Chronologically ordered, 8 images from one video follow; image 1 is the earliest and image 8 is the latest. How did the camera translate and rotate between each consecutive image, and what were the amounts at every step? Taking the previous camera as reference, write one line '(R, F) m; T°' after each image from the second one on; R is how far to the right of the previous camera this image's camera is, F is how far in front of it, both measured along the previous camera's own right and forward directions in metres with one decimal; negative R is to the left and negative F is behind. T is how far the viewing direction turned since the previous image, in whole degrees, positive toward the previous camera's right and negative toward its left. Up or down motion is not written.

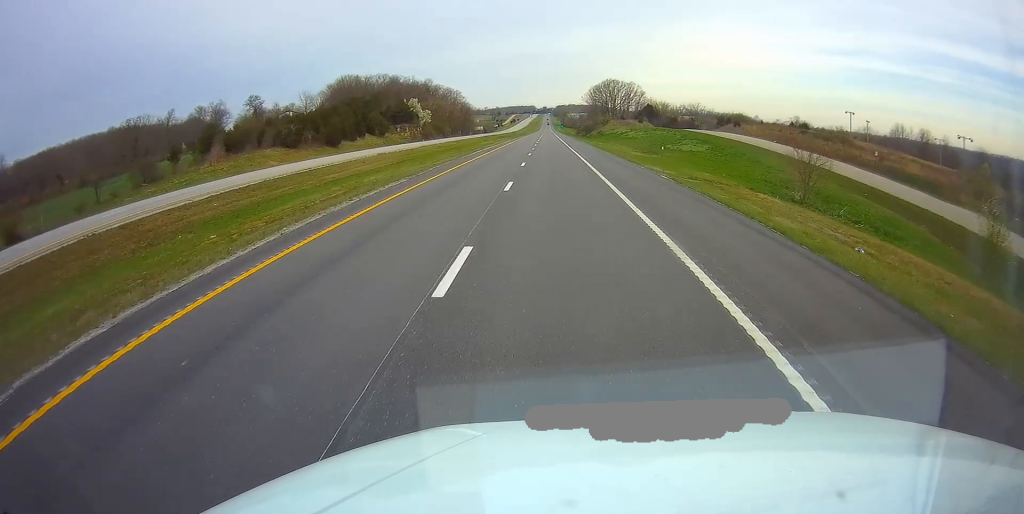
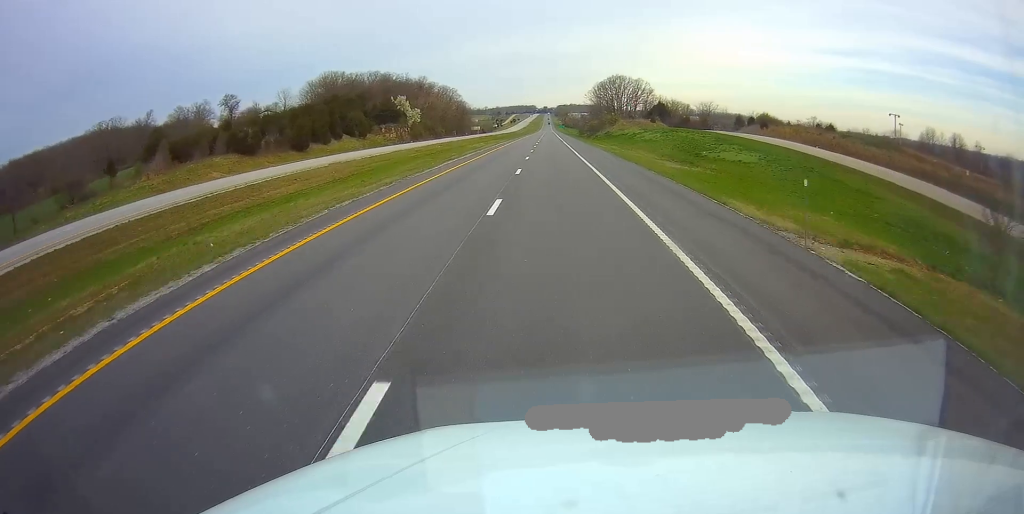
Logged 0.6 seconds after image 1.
(-0.1, +17.6) m; 0°
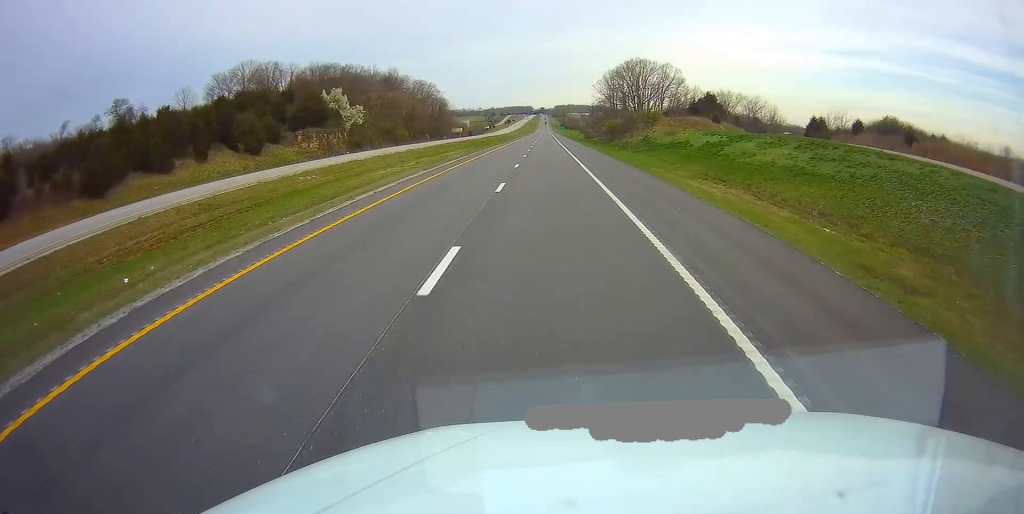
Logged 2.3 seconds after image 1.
(+0.1, +55.0) m; 0°
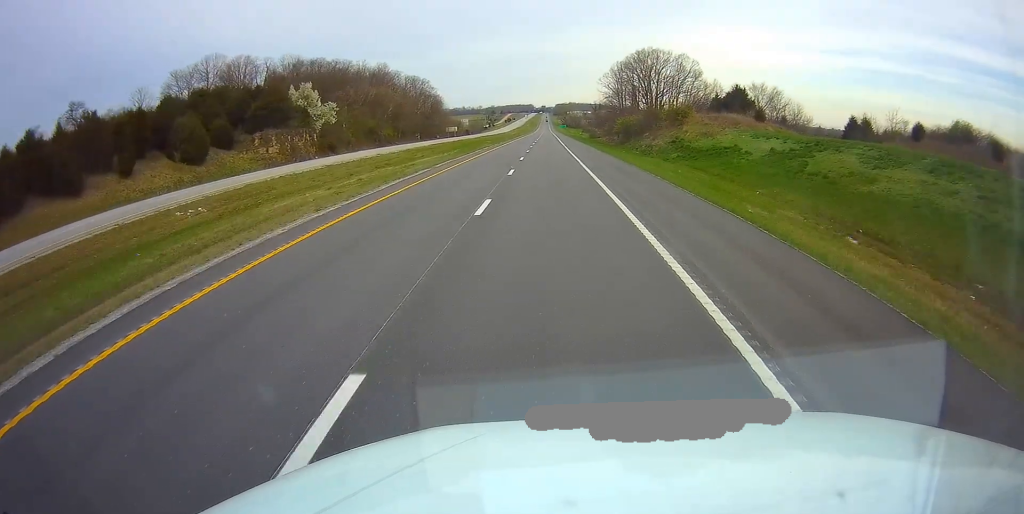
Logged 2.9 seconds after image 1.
(-0.1, +17.5) m; 0°
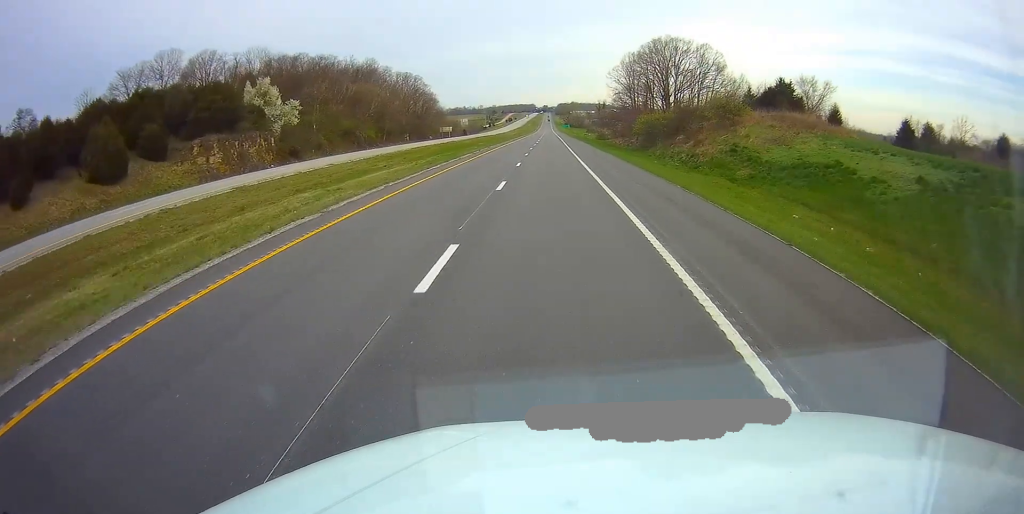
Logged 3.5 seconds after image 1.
(0.0, +18.5) m; 0°
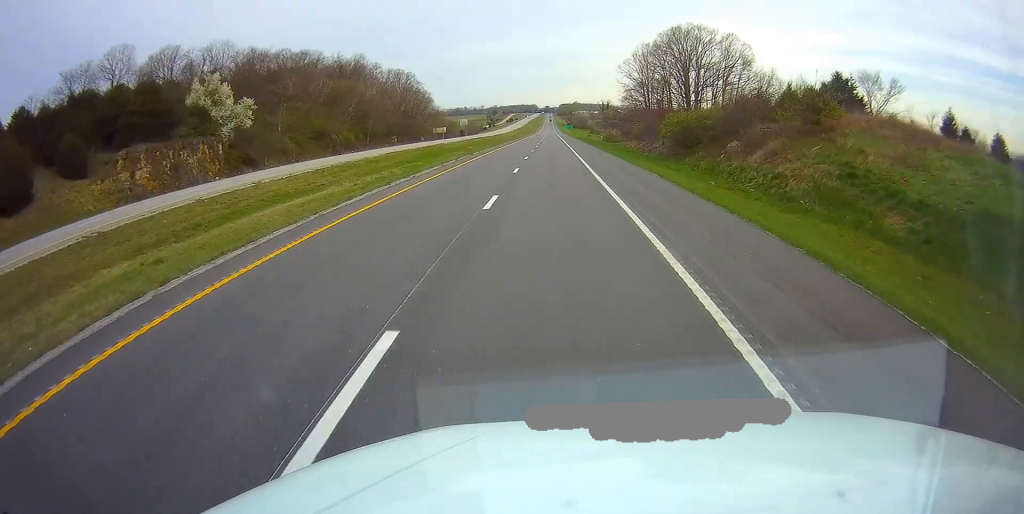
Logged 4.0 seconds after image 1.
(0.0, +16.5) m; 0°
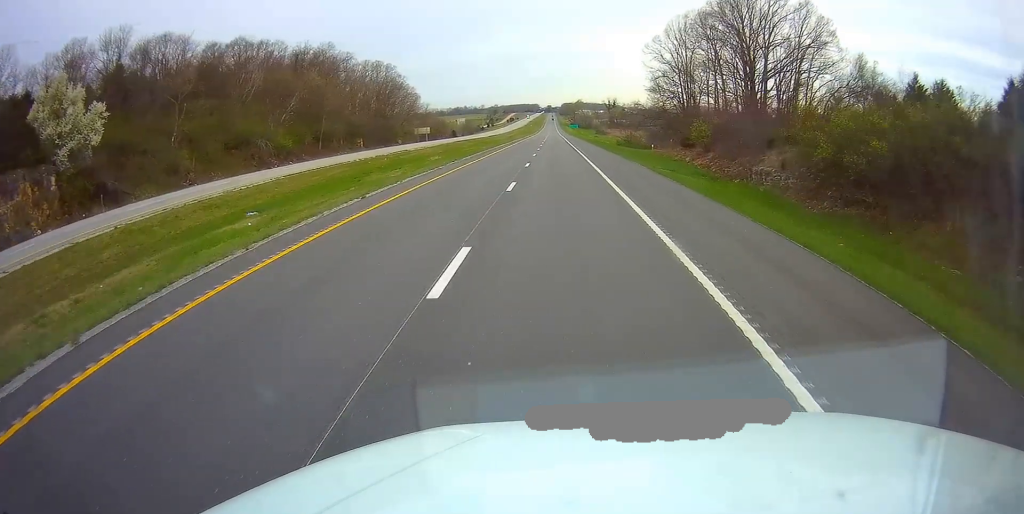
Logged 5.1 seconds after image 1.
(0.0, +31.9) m; 0°
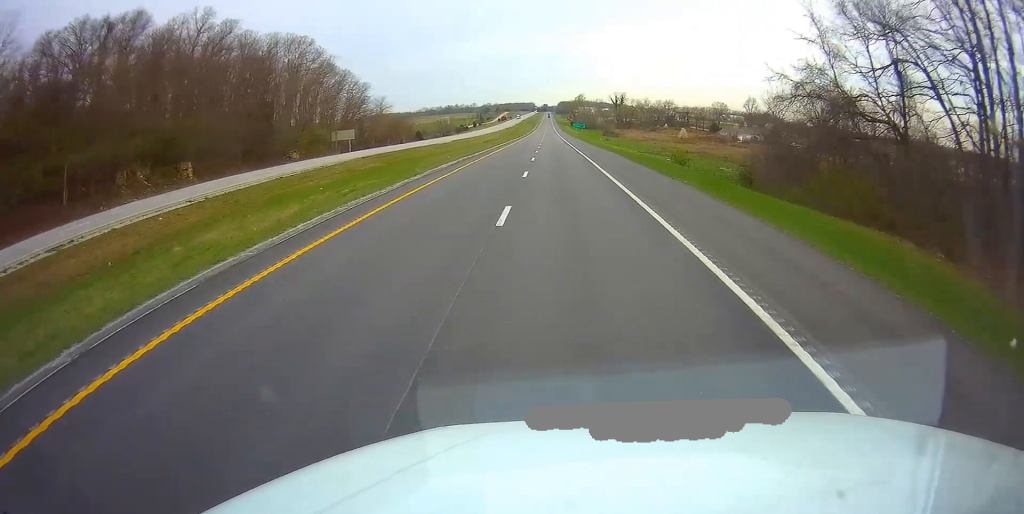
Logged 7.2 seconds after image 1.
(+0.5, +66.9) m; 0°
